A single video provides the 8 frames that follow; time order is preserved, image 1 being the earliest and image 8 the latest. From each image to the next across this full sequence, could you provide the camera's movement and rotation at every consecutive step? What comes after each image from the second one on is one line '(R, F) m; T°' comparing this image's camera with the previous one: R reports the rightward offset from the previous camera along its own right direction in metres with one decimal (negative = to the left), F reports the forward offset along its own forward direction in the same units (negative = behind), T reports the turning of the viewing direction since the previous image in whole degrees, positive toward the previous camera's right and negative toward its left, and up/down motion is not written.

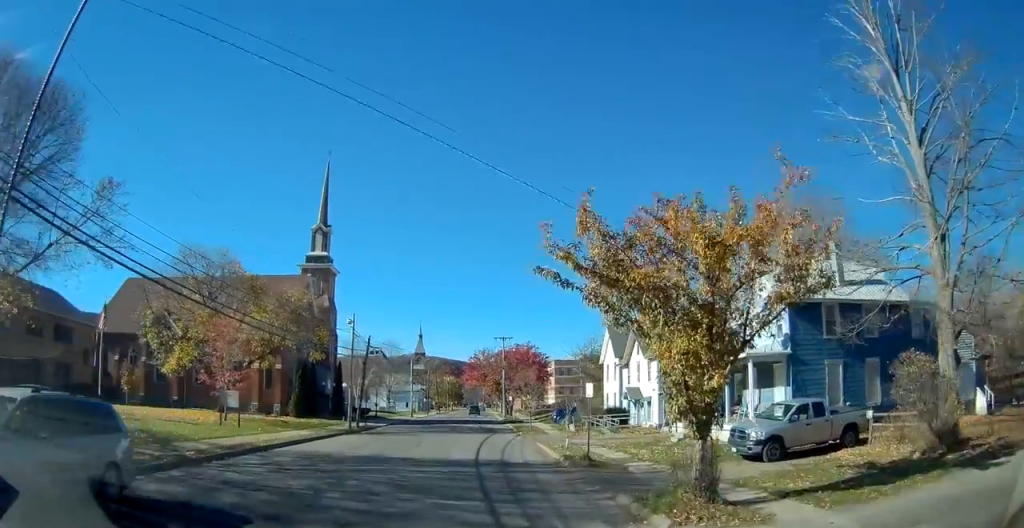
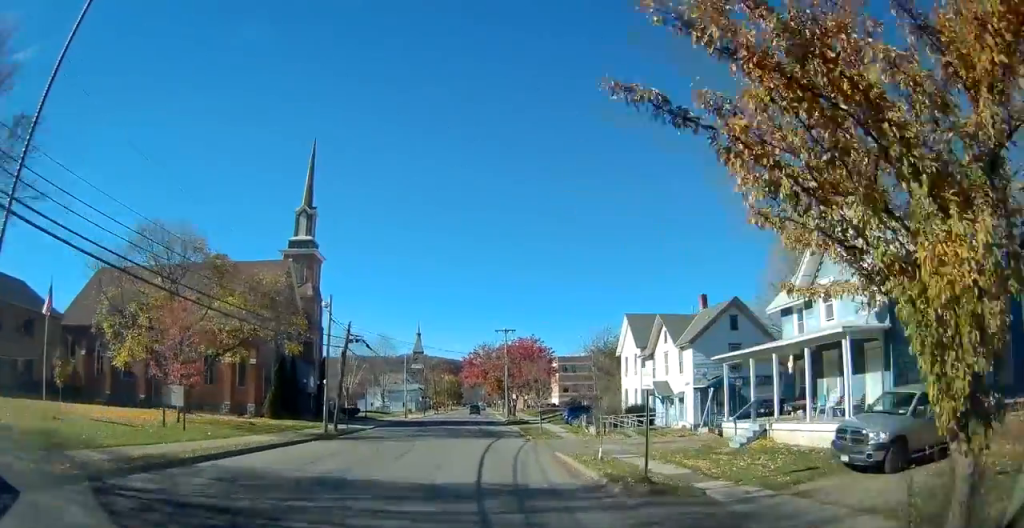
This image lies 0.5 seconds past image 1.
(0.0, +6.6) m; 0°
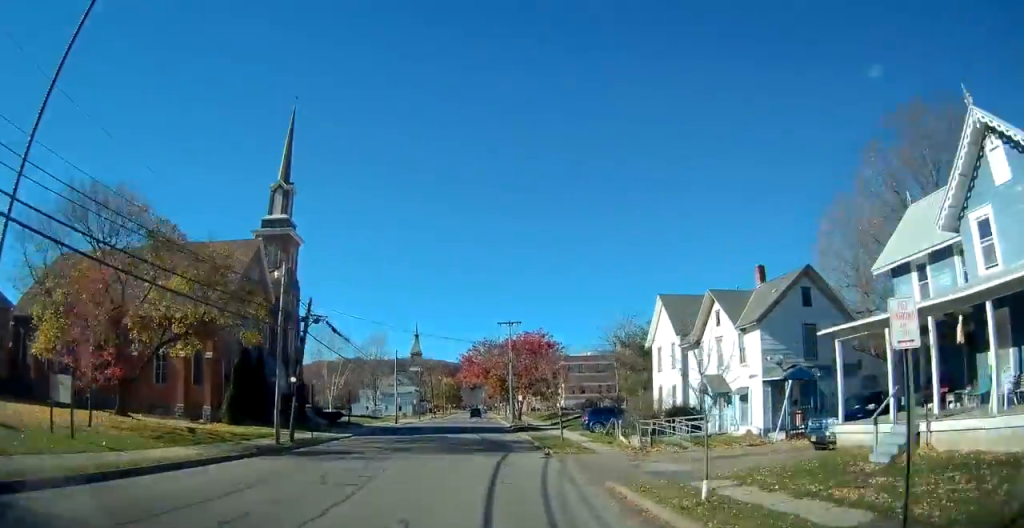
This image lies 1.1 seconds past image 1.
(0.0, +8.2) m; 0°
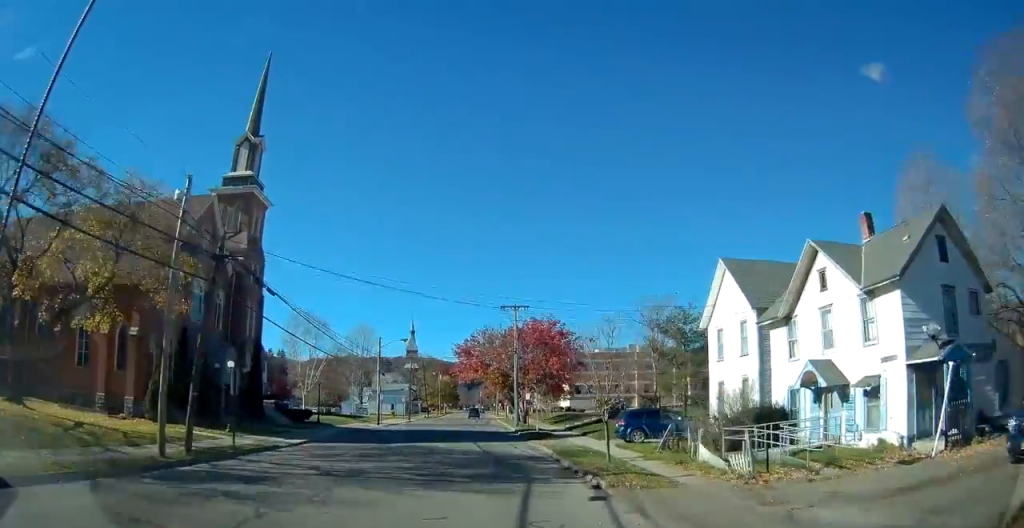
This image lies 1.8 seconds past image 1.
(0.0, +9.3) m; 0°
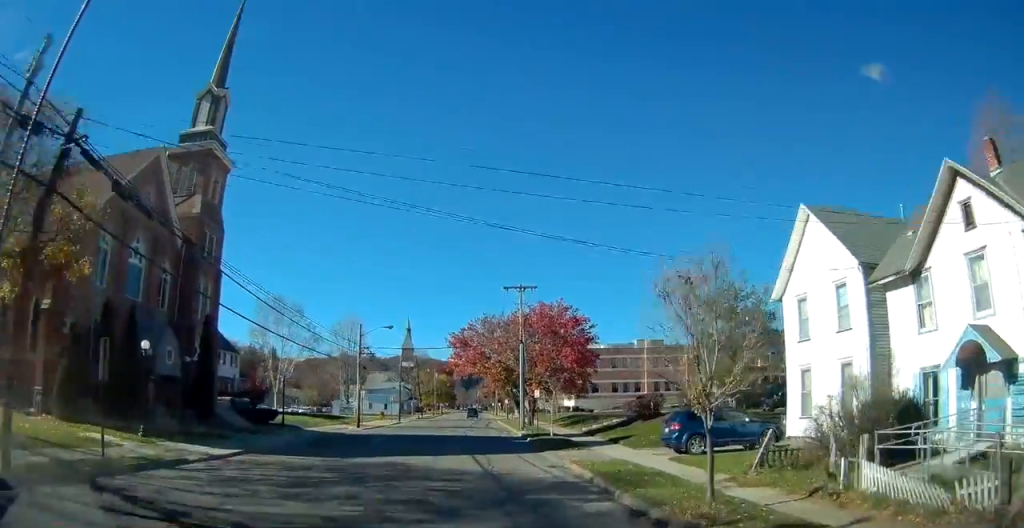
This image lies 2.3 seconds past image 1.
(0.0, +7.7) m; +1°
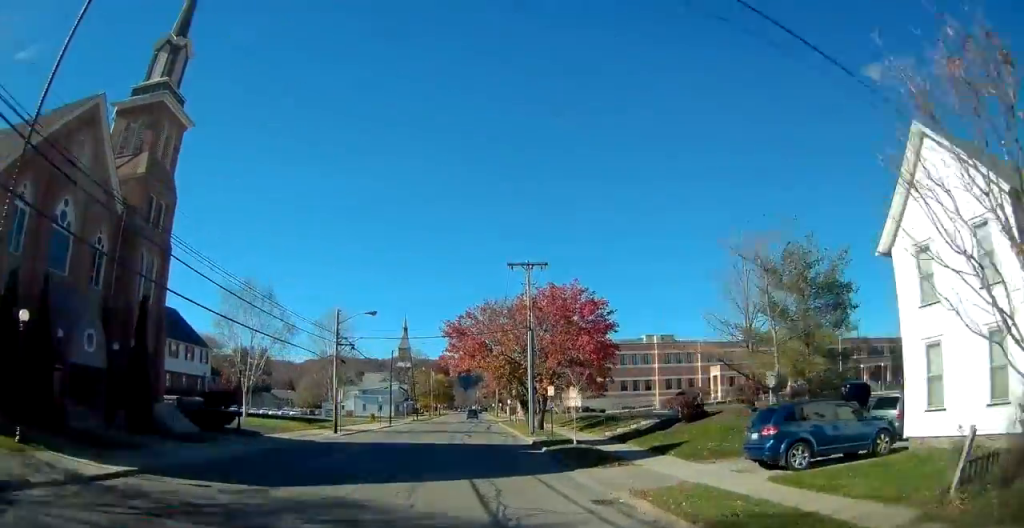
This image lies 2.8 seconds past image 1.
(-0.1, +7.1) m; +1°
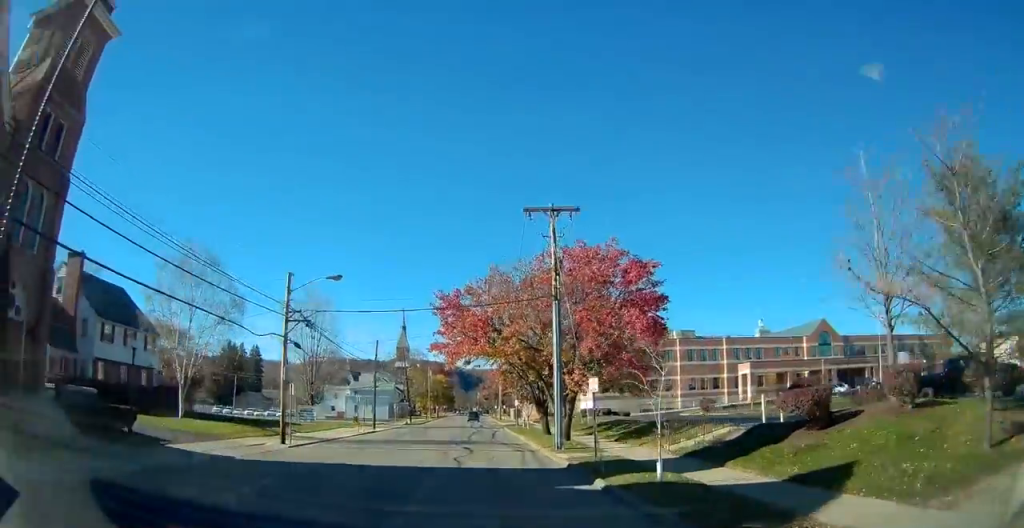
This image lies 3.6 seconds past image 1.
(+0.2, +9.9) m; 0°
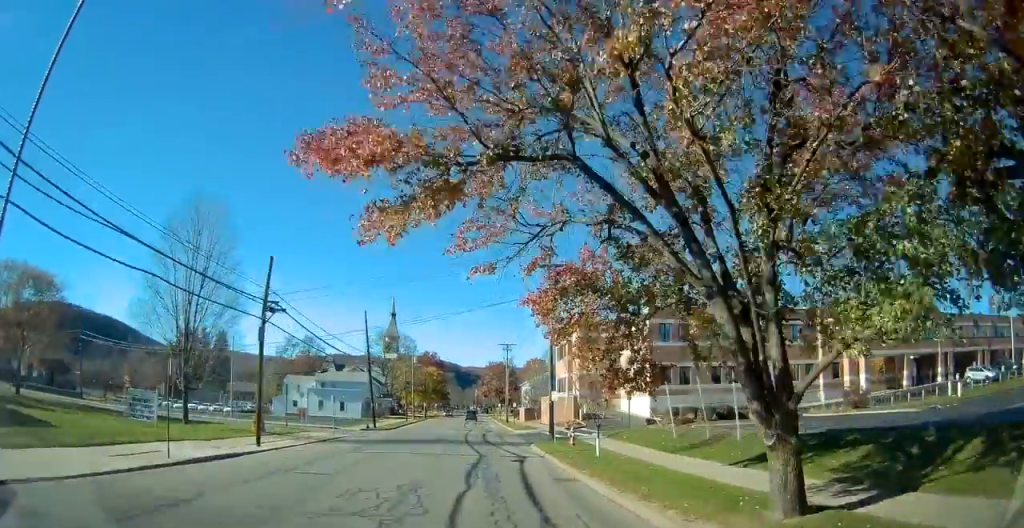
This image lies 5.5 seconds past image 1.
(0.0, +26.9) m; 0°
